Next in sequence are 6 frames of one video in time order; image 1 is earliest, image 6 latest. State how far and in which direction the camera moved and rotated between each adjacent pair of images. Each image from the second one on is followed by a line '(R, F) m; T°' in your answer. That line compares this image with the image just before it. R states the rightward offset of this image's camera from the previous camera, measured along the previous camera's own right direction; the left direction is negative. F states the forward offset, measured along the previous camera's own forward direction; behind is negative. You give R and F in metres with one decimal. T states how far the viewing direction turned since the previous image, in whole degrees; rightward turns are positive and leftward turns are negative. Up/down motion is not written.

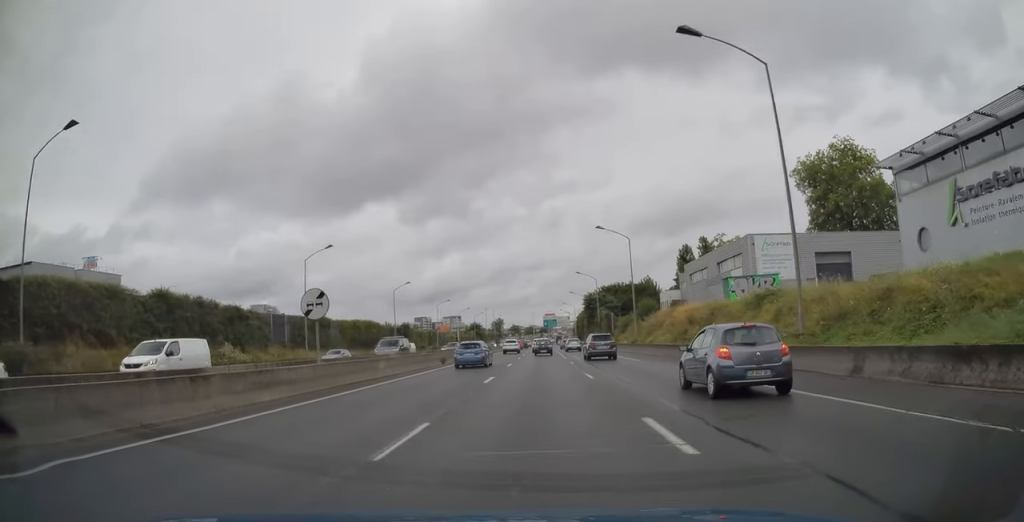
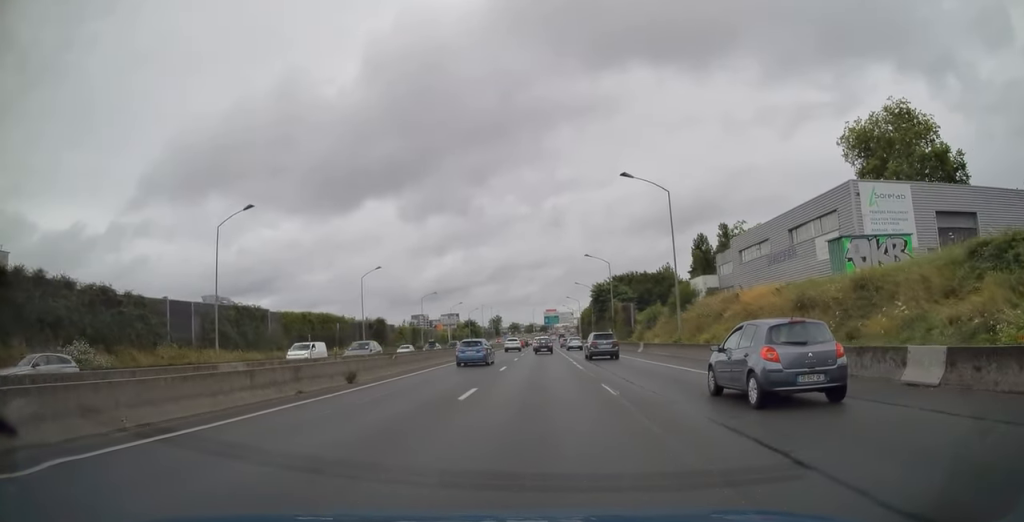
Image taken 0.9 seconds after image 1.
(-0.3, +19.2) m; 0°
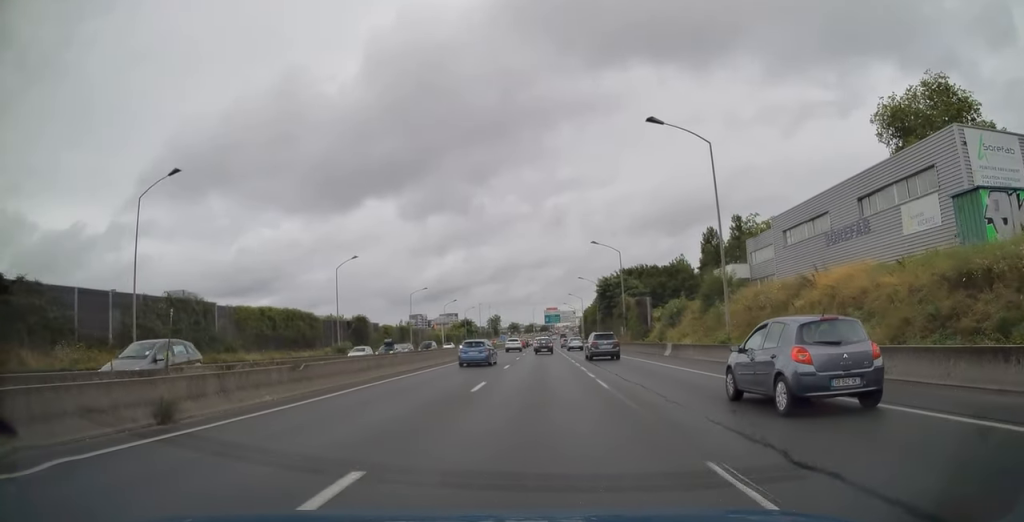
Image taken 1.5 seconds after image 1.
(+0.1, +10.8) m; 0°
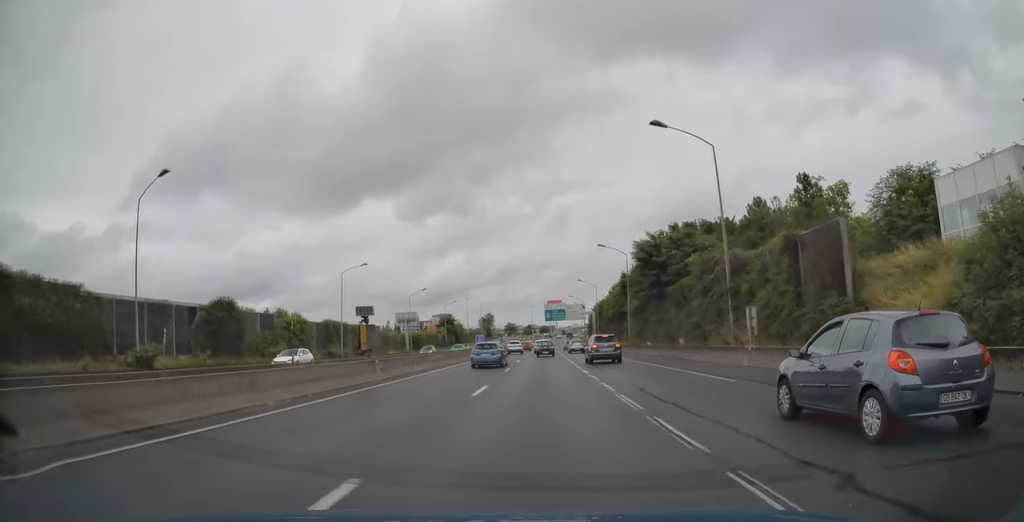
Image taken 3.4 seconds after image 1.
(-0.4, +39.8) m; -1°
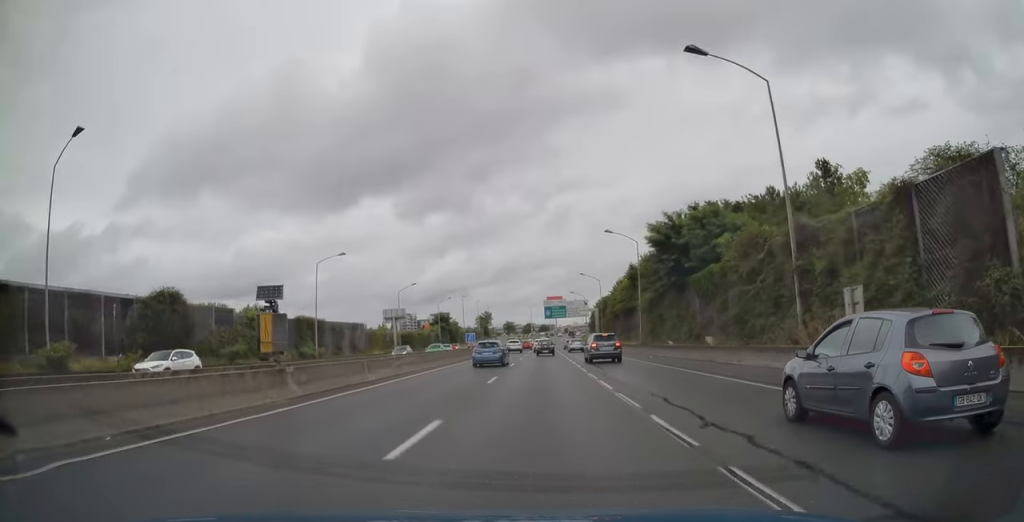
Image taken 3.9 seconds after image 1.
(-0.1, +8.4) m; 0°
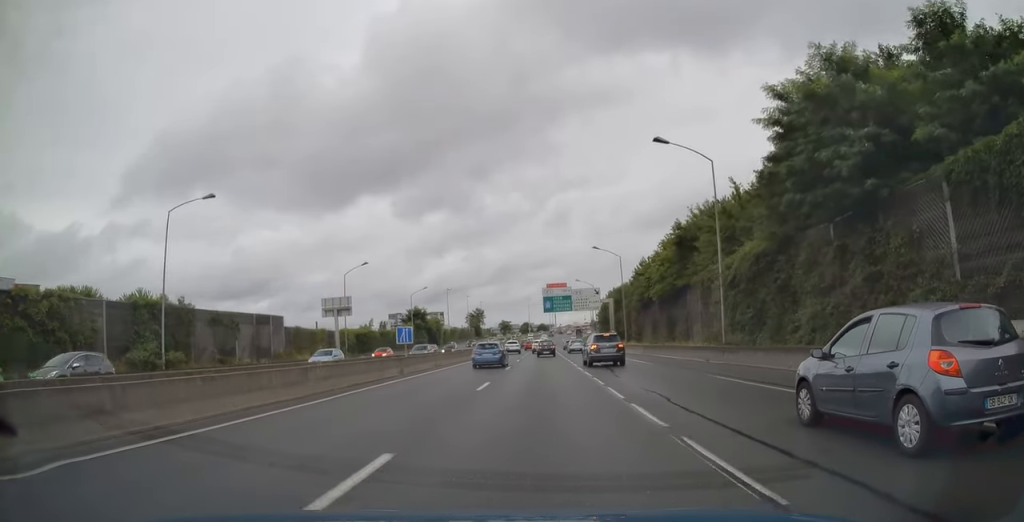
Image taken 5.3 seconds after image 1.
(+0.4, +28.5) m; +1°
